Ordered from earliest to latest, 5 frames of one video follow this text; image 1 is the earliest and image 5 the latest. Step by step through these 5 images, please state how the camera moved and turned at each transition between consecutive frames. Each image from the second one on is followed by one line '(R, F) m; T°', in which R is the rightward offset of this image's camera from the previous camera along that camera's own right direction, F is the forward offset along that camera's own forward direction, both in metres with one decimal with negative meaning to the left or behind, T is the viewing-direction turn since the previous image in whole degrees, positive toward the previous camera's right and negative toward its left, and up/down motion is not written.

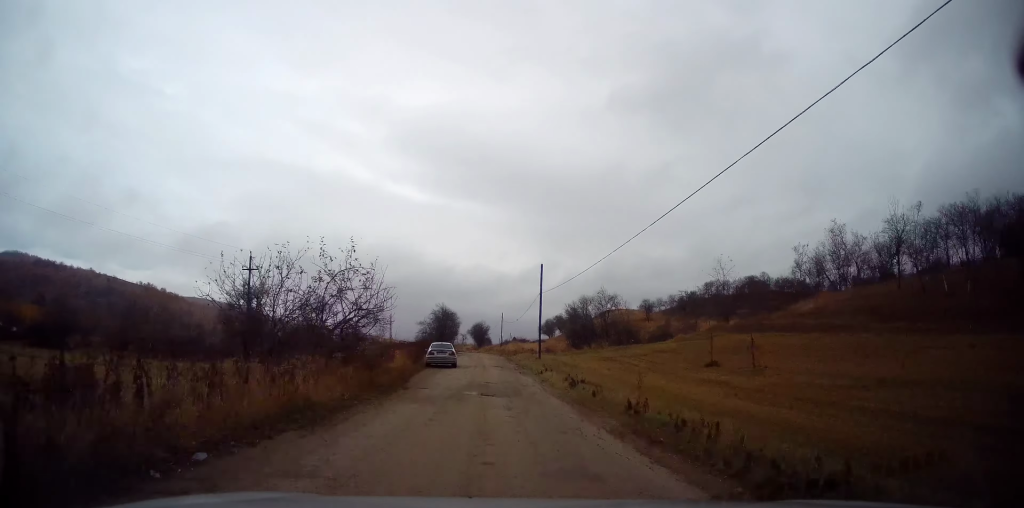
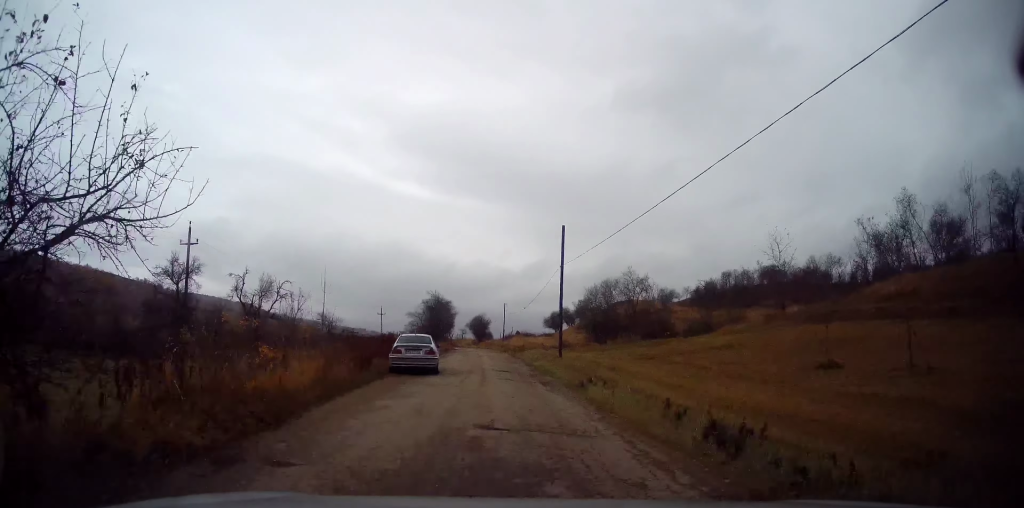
(-0.1, +11.3) m; -1°
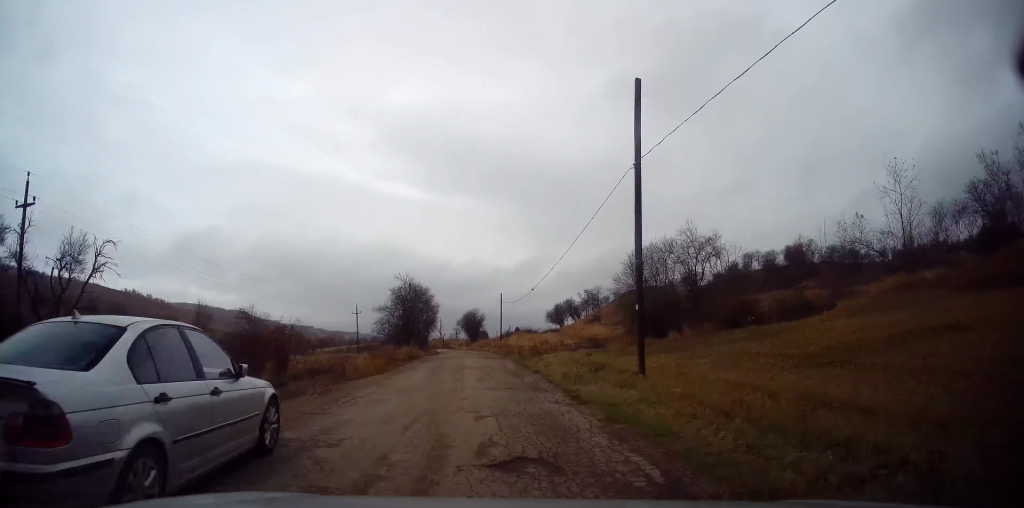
(0.0, +16.6) m; +1°
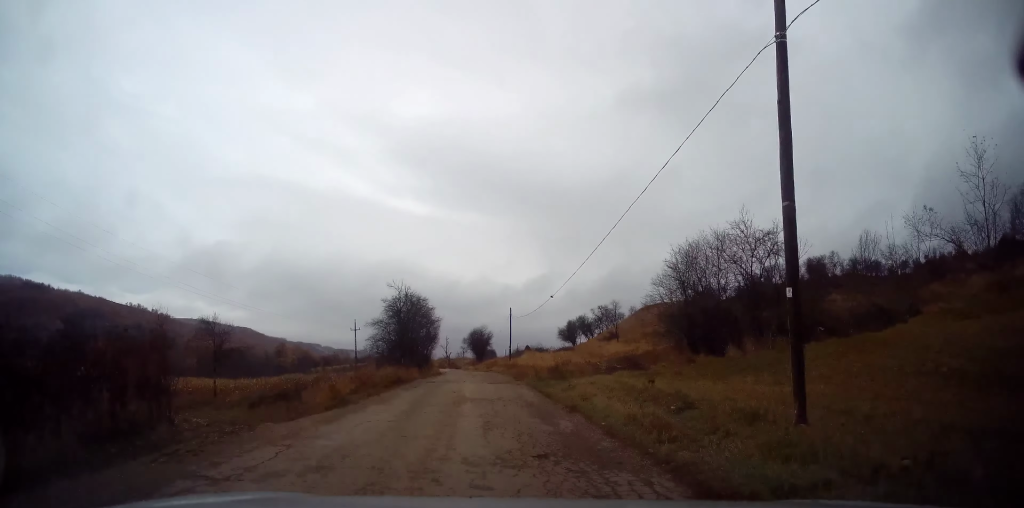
(+0.1, +6.4) m; 0°
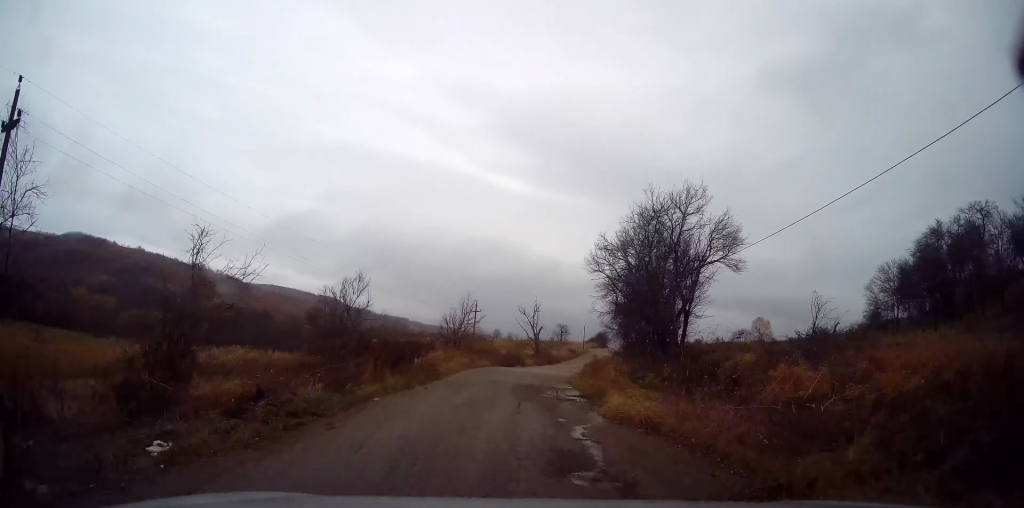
(-4.4, +77.1) m; -8°
